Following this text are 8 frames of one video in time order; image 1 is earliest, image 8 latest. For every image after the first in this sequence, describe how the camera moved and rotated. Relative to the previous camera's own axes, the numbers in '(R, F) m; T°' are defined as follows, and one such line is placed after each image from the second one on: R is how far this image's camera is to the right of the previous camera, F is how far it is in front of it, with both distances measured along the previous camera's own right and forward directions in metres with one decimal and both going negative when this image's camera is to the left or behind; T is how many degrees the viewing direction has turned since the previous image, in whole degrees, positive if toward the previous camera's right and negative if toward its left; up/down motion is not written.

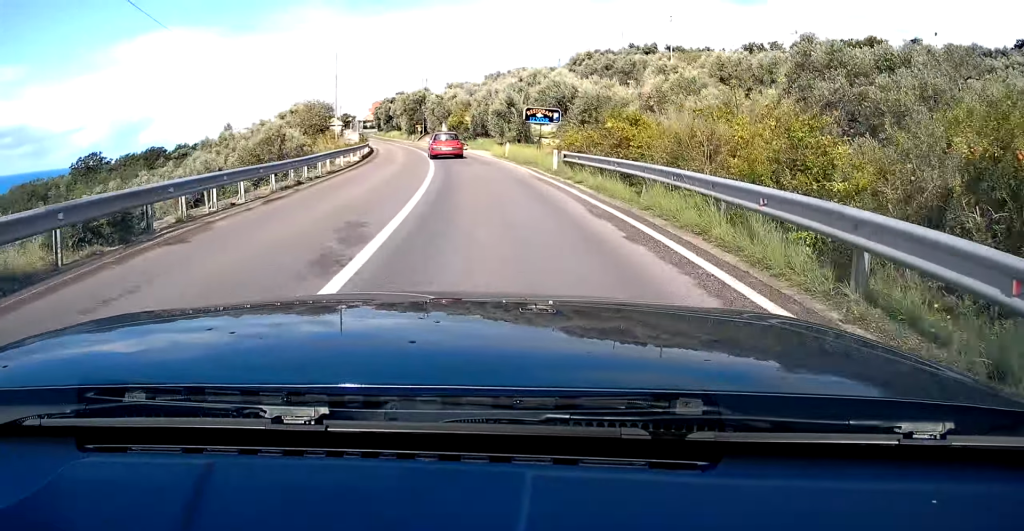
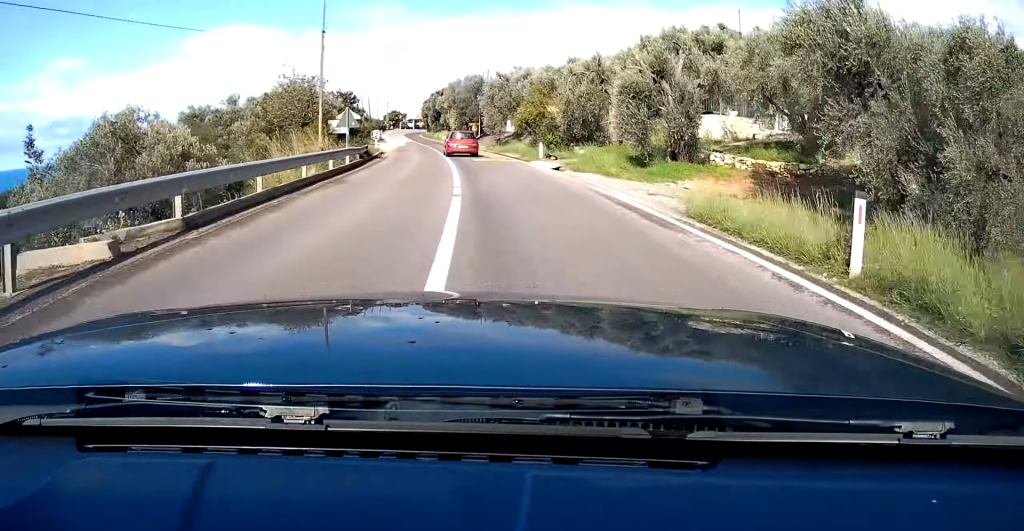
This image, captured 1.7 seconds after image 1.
(-2.1, +28.5) m; -5°
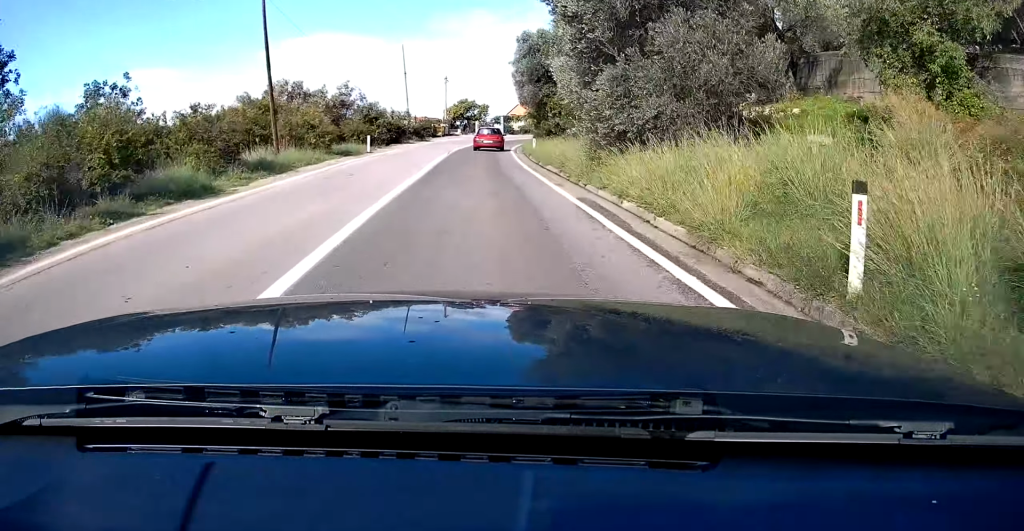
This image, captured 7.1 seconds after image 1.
(-6.6, +89.8) m; -6°
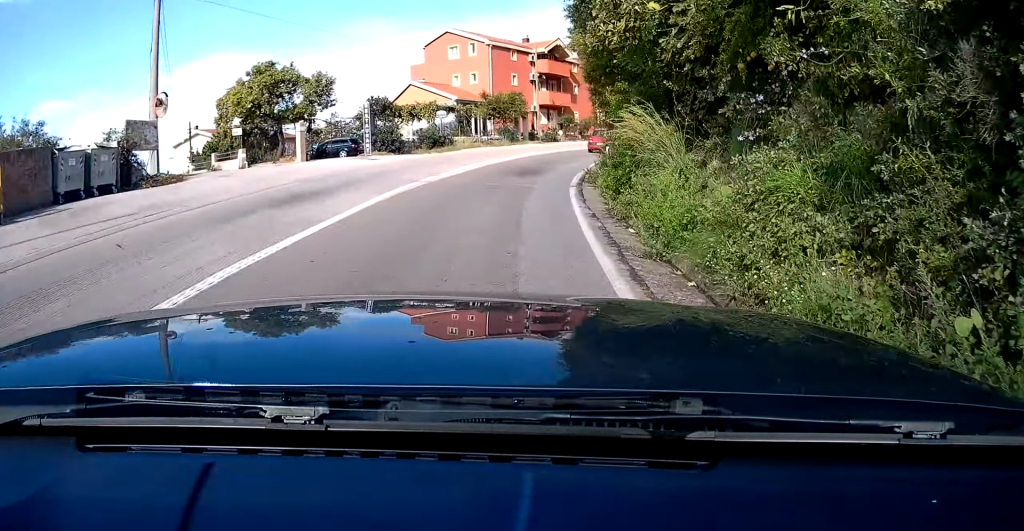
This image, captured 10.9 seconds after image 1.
(+3.7, +59.5) m; +14°
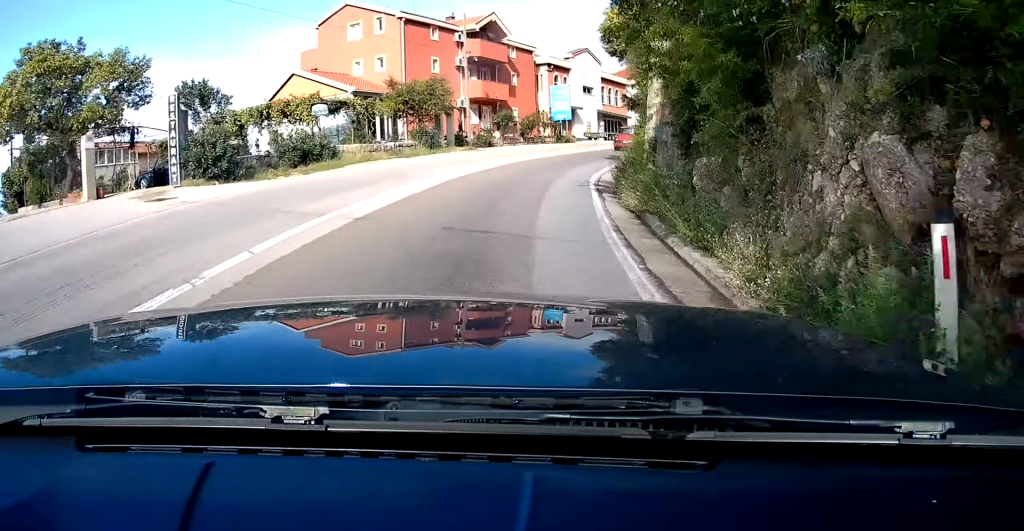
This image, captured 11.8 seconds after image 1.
(-0.1, +13.9) m; +7°
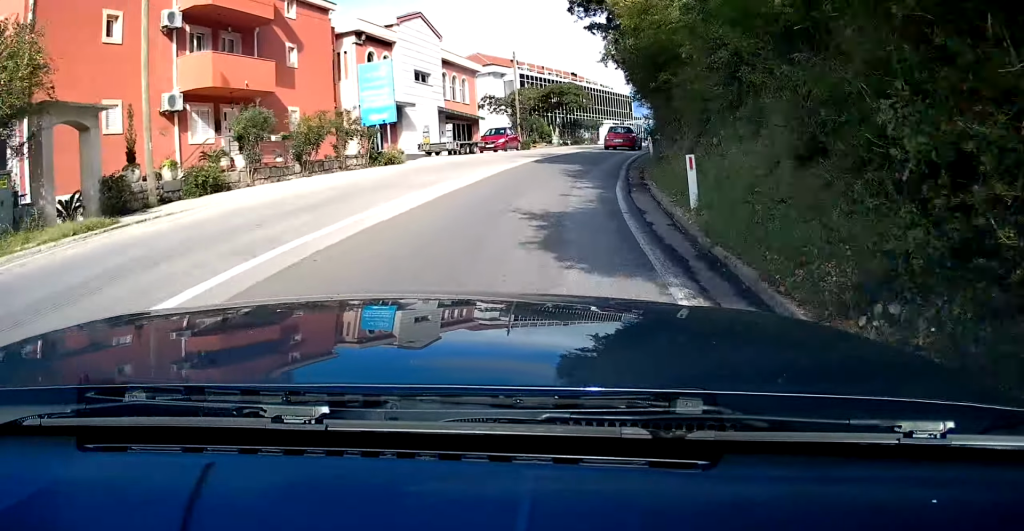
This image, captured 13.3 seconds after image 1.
(+3.1, +22.1) m; +12°
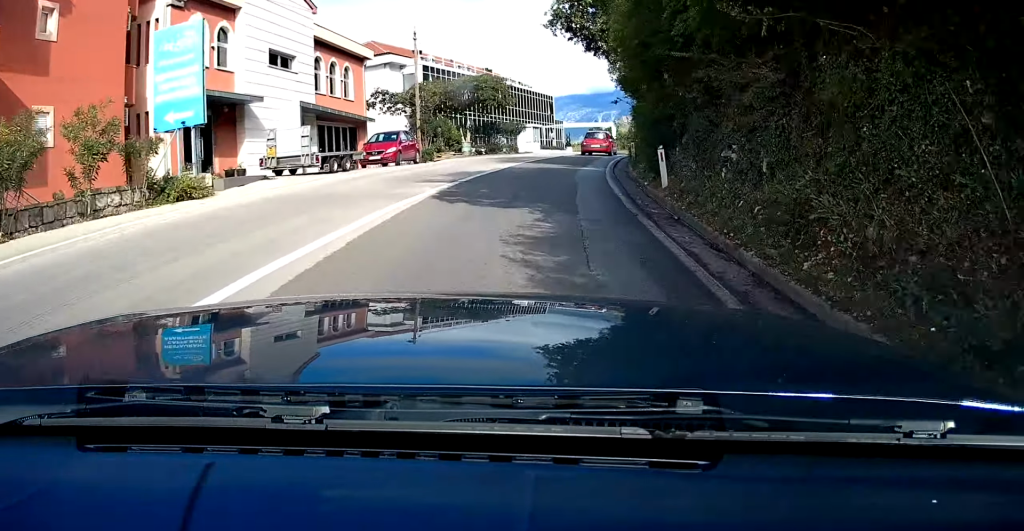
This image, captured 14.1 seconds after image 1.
(-0.1, +12.1) m; +7°
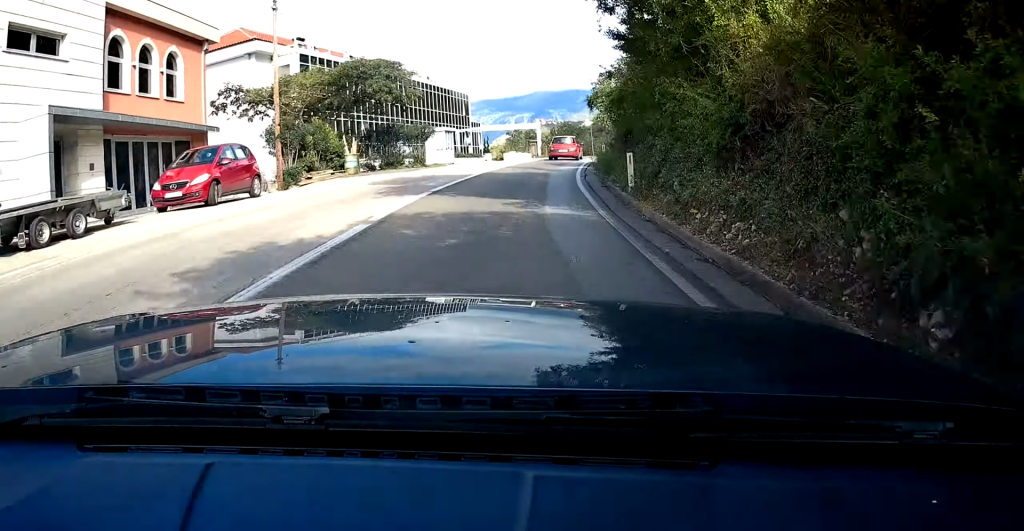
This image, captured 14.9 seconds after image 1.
(+1.5, +11.9) m; +5°
